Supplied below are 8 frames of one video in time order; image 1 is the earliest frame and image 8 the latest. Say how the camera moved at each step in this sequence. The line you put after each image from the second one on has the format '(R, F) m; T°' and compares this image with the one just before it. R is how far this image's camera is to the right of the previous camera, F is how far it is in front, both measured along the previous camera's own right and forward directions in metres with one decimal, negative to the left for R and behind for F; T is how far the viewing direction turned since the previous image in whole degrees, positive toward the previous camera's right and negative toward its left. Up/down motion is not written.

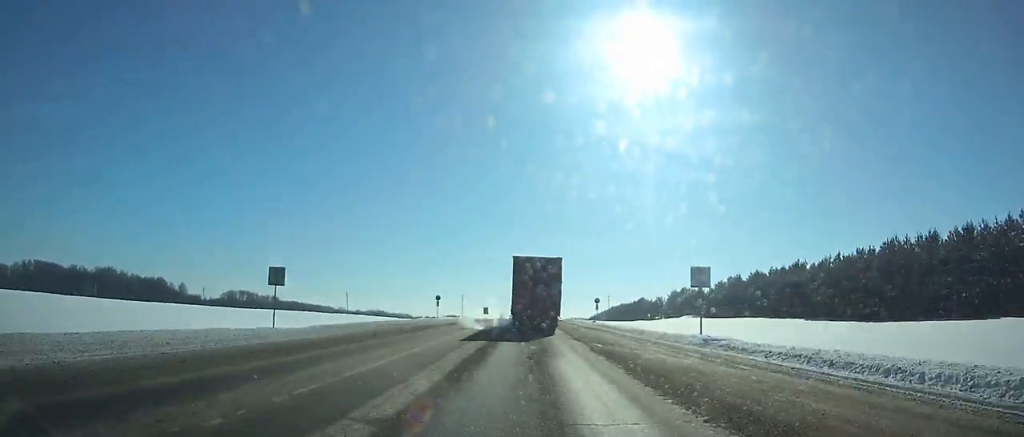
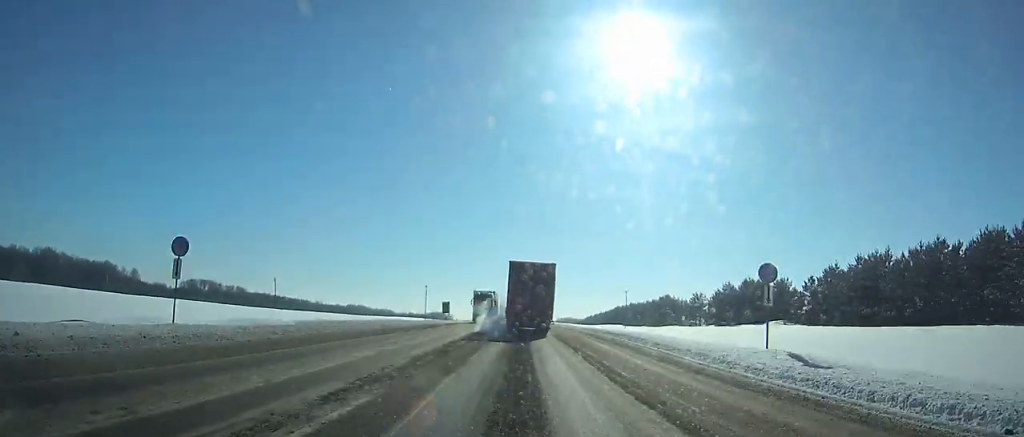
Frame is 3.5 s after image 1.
(+0.5, +56.6) m; +1°
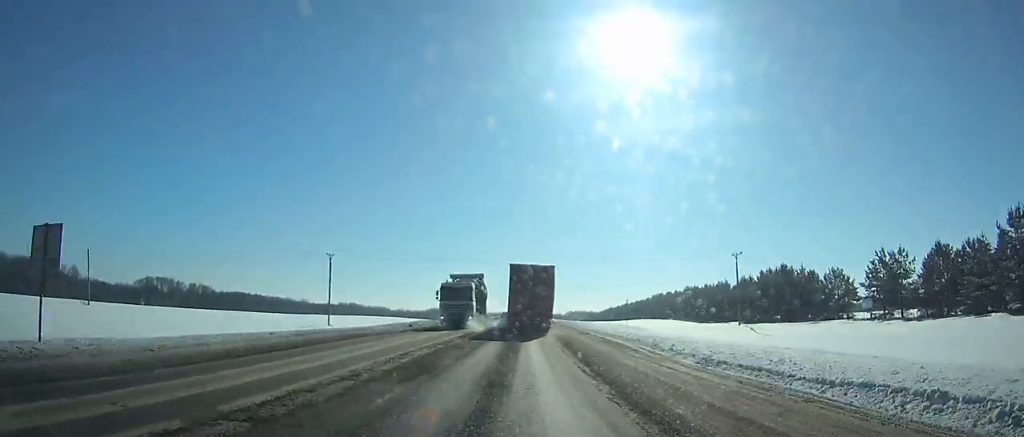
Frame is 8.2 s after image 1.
(-0.1, +79.4) m; 0°
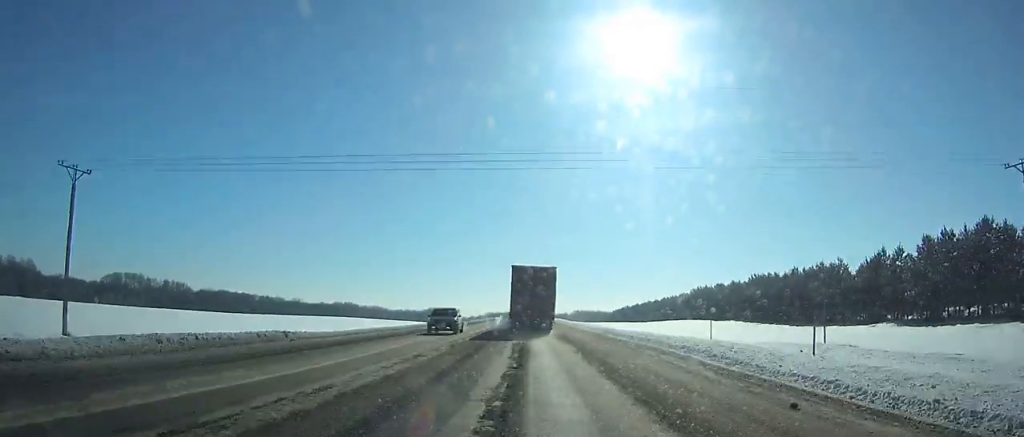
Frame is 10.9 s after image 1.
(-0.3, +47.8) m; 0°
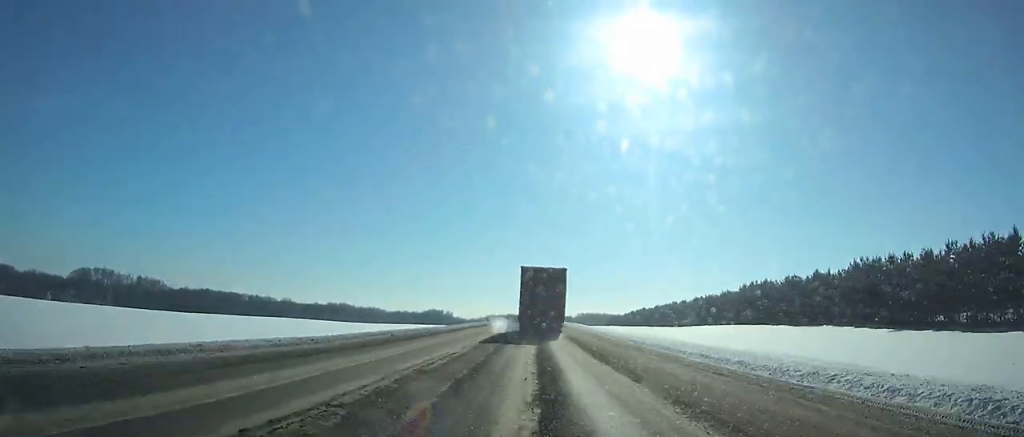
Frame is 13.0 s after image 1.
(0.0, +38.3) m; 0°
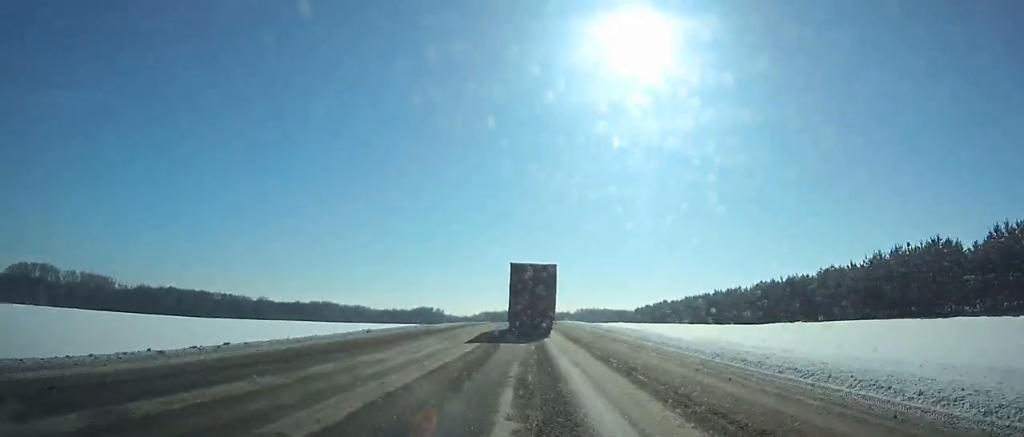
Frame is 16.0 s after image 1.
(+0.2, +56.5) m; 0°
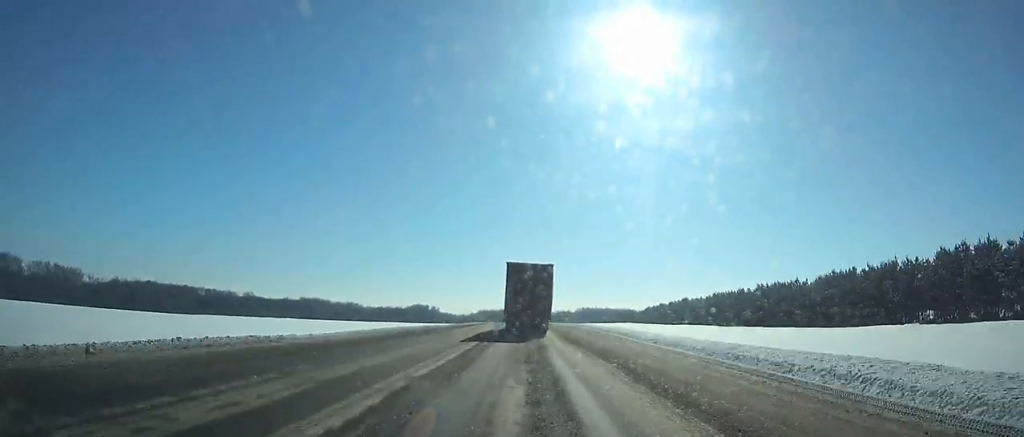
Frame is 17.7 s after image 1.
(0.0, +32.9) m; 0°
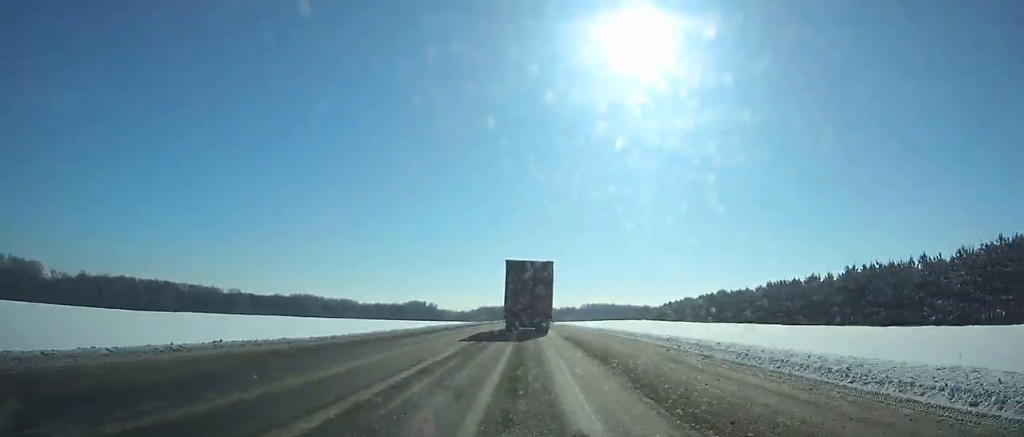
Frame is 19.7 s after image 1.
(0.0, +39.1) m; 0°
